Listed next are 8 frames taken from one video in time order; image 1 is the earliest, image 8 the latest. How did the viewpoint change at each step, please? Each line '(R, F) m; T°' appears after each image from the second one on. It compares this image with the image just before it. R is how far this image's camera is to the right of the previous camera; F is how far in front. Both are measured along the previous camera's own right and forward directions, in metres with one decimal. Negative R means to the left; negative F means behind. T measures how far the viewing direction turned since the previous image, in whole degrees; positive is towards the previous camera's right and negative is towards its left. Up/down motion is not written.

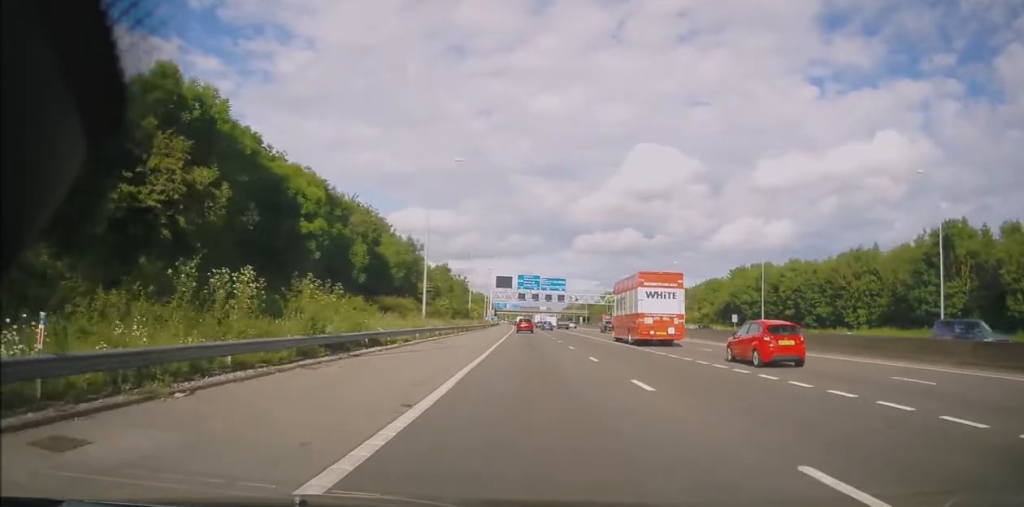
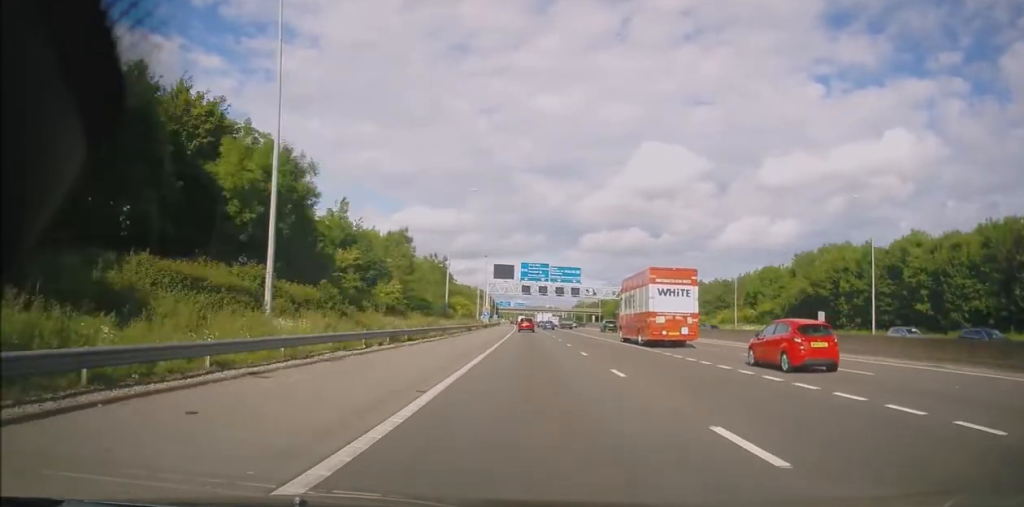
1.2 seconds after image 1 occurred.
(+0.1, +32.6) m; -1°
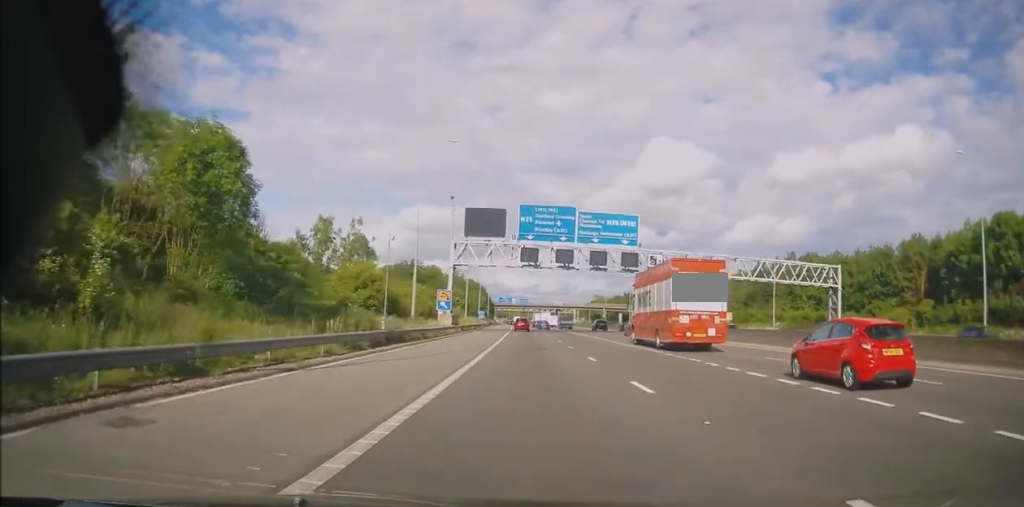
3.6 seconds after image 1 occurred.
(-1.1, +64.9) m; 0°
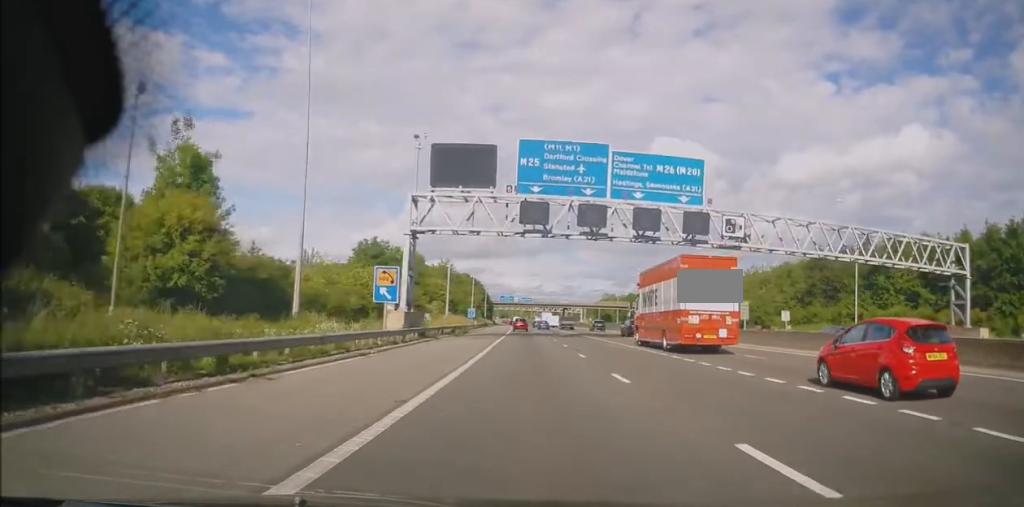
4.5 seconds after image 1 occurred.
(+0.1, +24.3) m; -1°
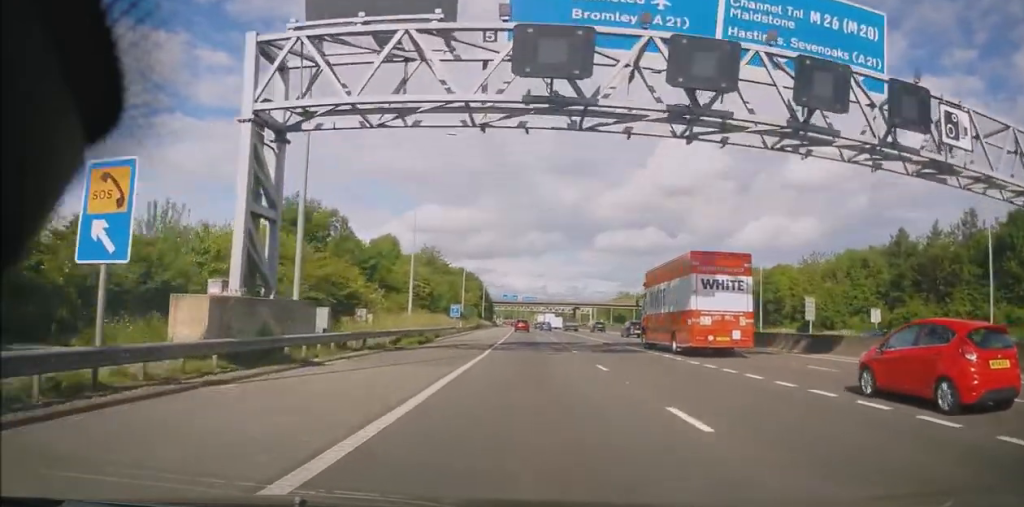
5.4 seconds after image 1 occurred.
(-0.4, +23.4) m; 0°
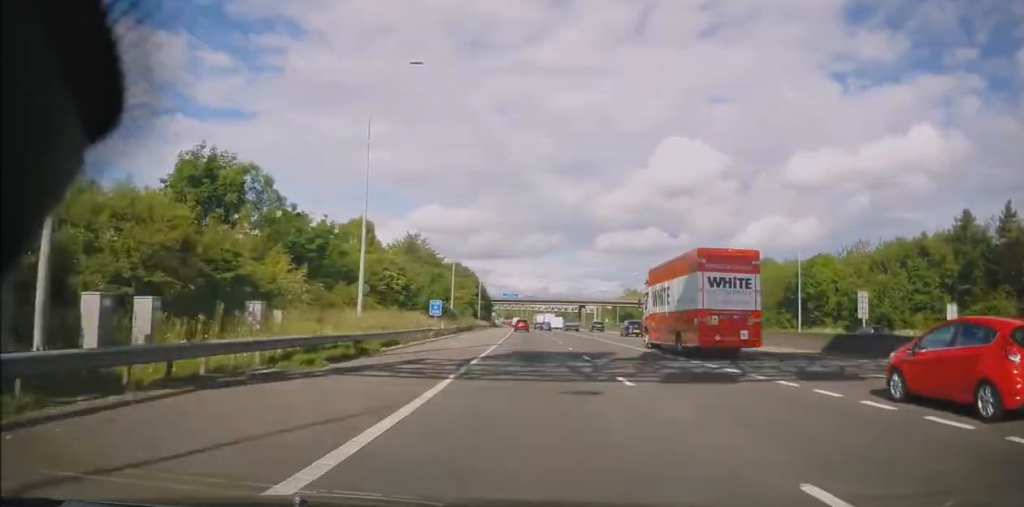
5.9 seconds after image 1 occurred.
(0.0, +13.5) m; 0°
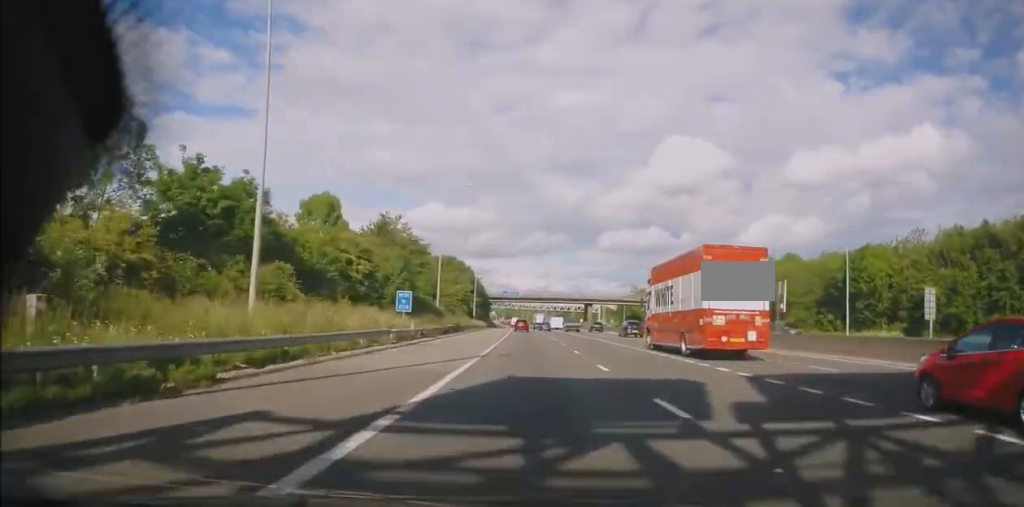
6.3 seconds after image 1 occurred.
(+0.3, +12.7) m; 0°
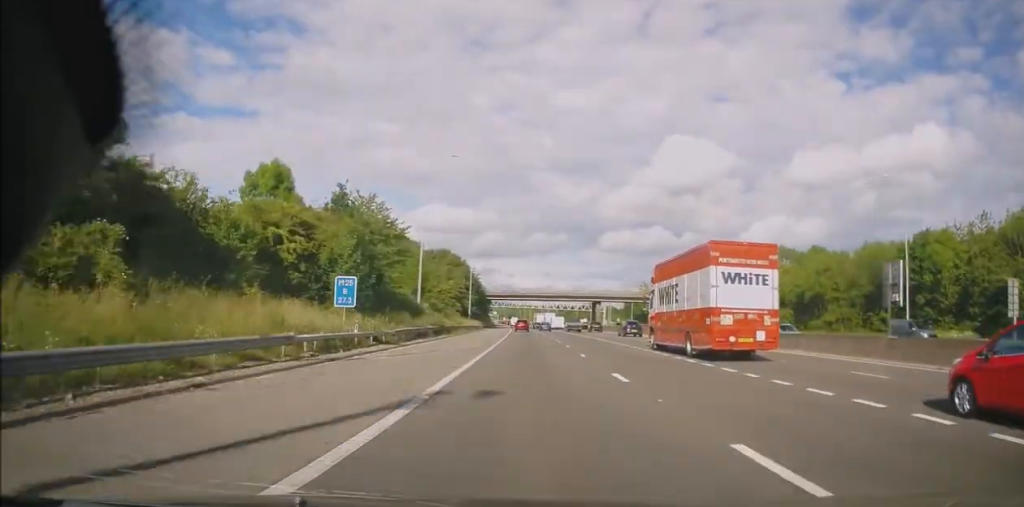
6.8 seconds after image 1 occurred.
(+0.1, +11.8) m; 0°
